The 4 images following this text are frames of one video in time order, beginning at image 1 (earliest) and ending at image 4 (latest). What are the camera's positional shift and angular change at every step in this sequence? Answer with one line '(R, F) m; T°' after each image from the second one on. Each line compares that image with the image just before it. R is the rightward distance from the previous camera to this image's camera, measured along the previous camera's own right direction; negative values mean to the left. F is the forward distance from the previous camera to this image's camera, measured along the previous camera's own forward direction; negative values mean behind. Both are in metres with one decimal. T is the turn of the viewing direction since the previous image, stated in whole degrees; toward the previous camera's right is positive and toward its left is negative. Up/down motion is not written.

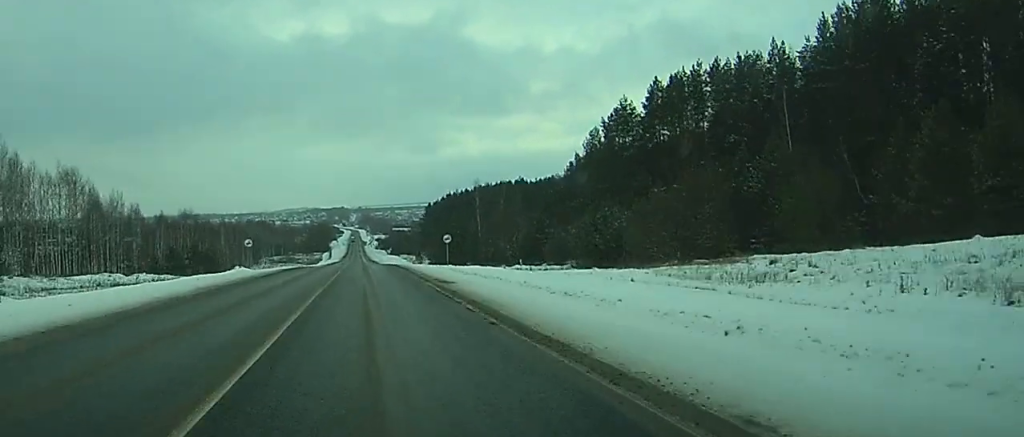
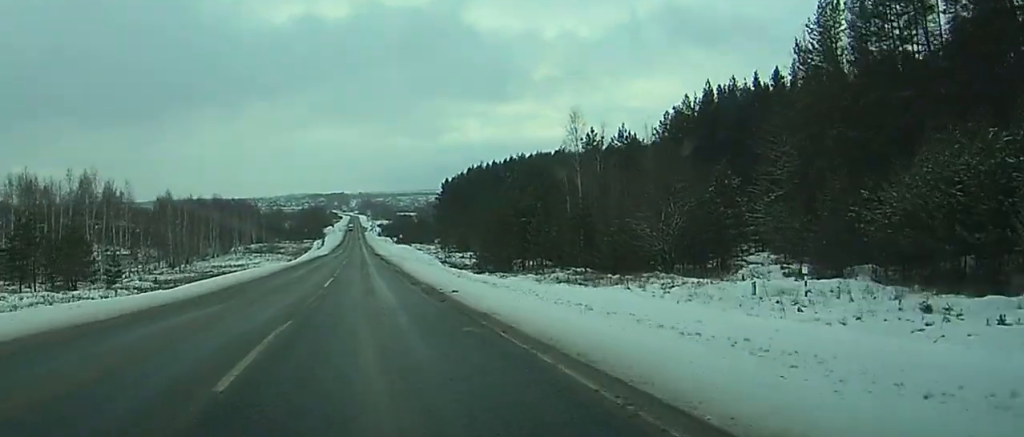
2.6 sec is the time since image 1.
(-0.1, +72.8) m; 0°
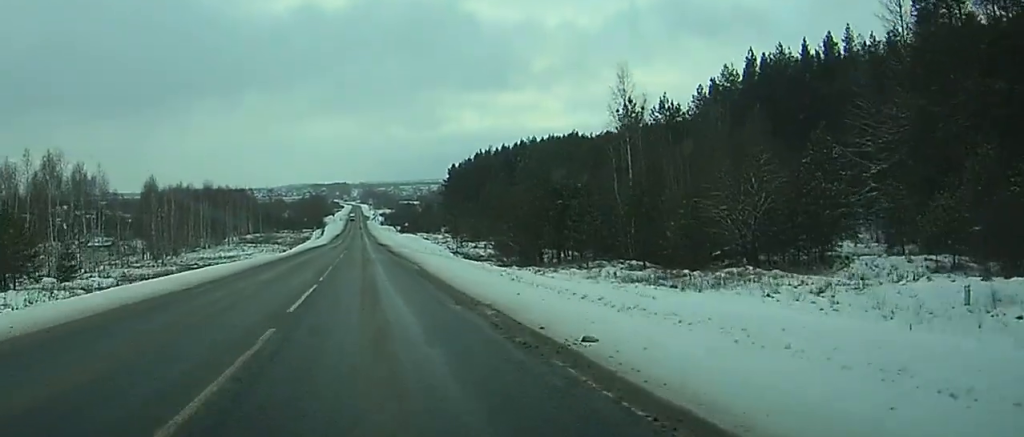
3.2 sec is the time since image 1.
(0.0, +15.7) m; 0°
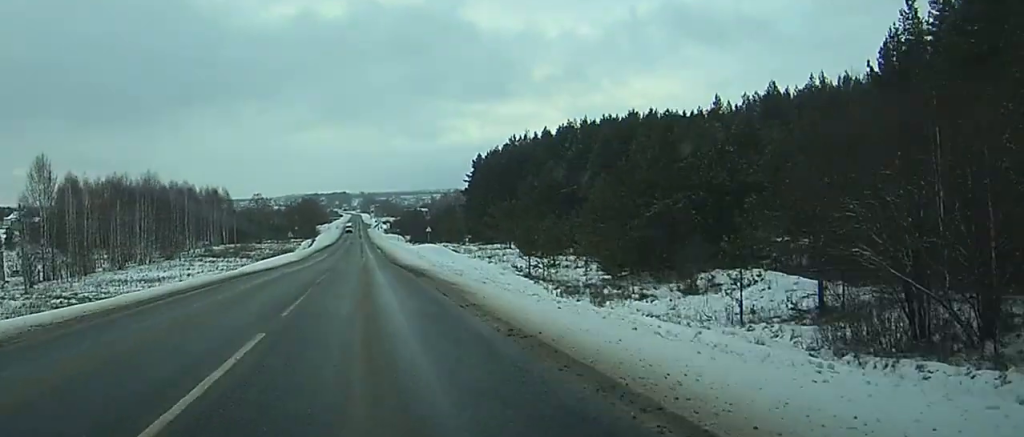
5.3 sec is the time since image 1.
(+0.1, +59.4) m; 0°
